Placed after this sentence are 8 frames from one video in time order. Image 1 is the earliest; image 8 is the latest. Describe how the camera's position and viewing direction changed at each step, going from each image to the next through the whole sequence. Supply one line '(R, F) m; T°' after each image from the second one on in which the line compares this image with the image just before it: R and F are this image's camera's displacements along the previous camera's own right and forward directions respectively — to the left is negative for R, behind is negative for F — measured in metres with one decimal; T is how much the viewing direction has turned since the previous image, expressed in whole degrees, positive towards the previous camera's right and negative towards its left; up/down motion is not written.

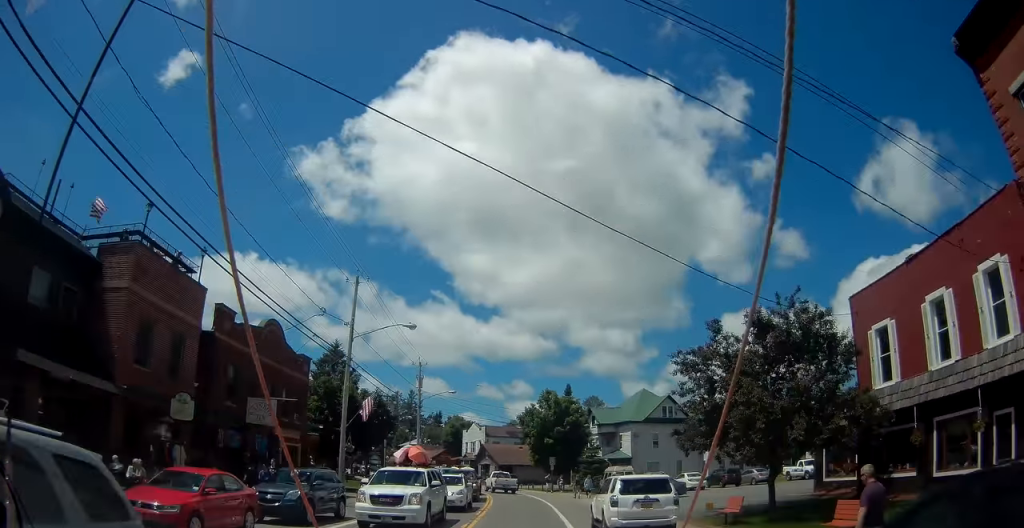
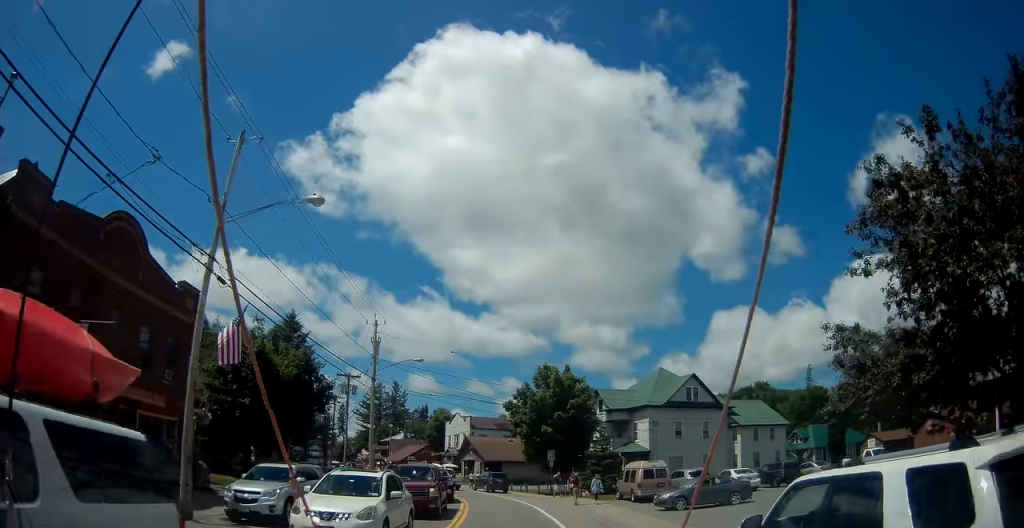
(+0.3, +12.1) m; +1°
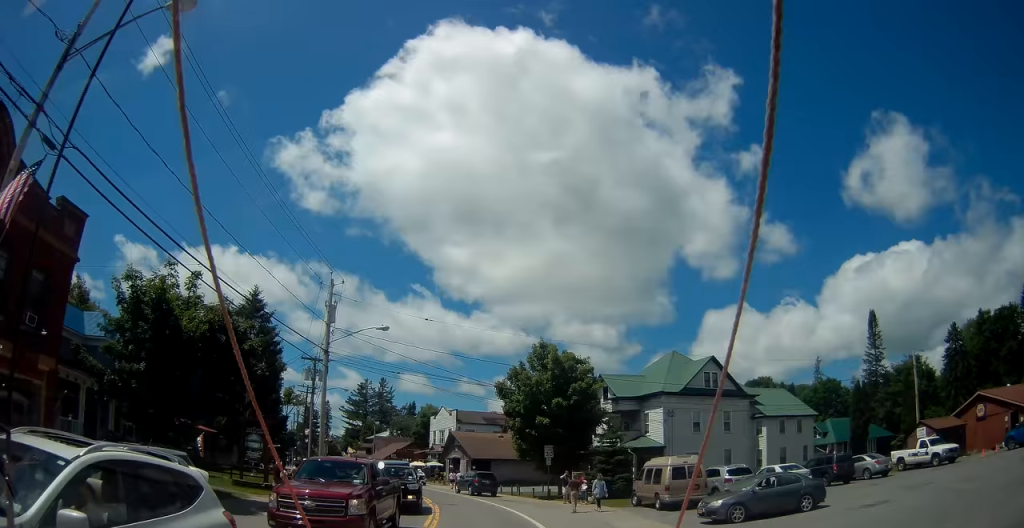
(+0.1, +7.6) m; 0°
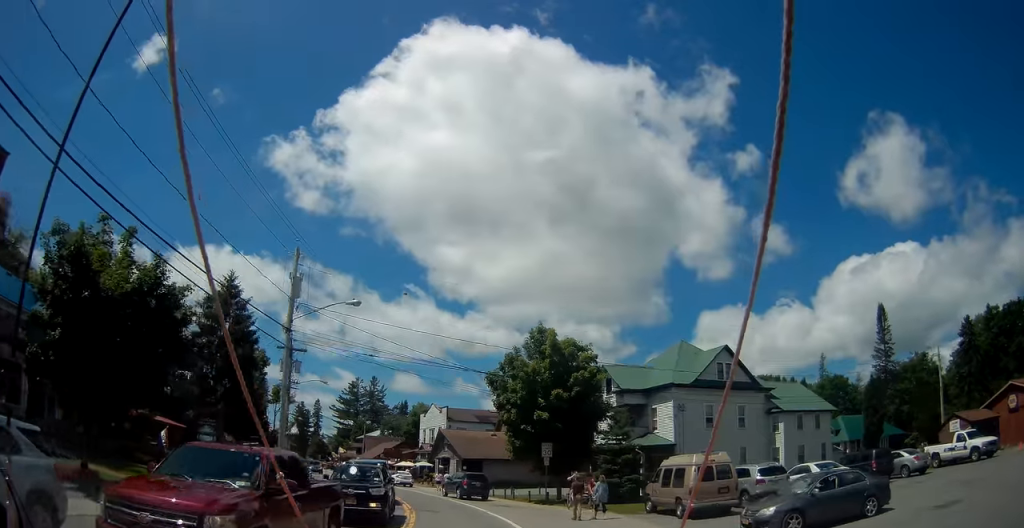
(+0.1, +4.3) m; -1°
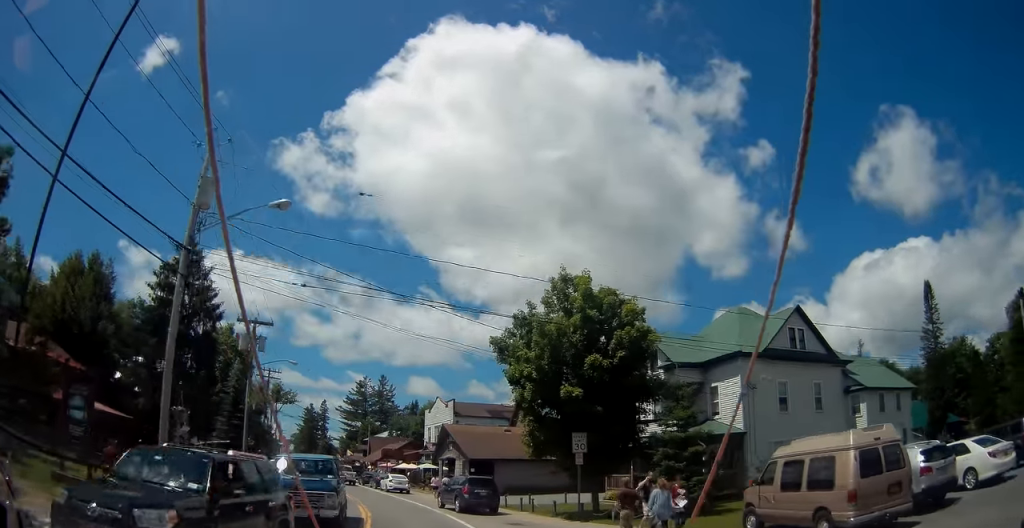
(-0.4, +9.3) m; -3°
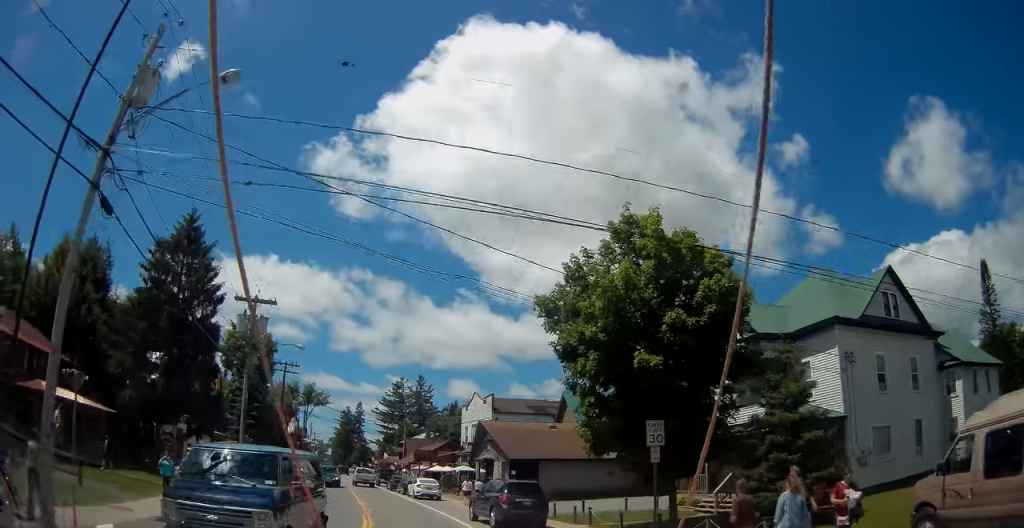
(0.0, +5.8) m; -1°
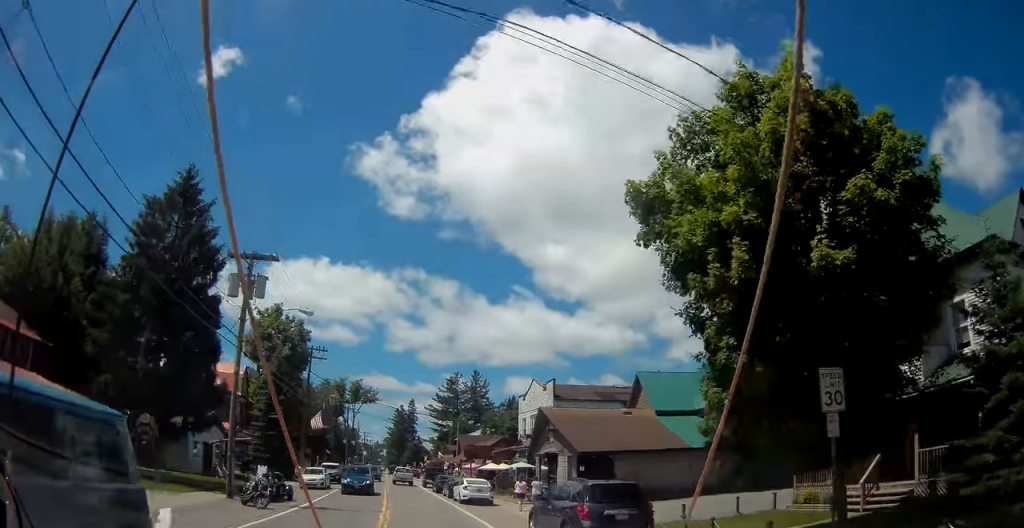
(-0.2, +7.2) m; -5°
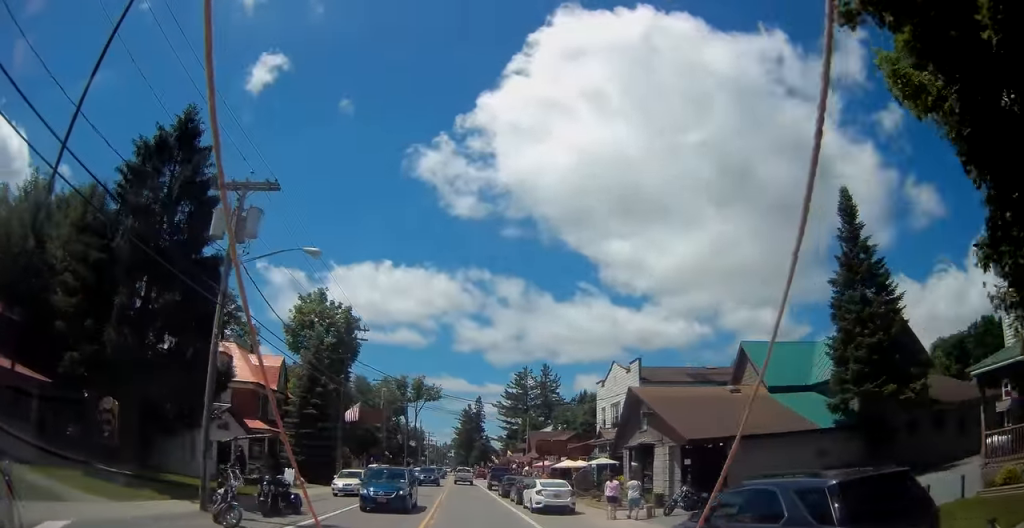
(-0.4, +7.4) m; -7°
